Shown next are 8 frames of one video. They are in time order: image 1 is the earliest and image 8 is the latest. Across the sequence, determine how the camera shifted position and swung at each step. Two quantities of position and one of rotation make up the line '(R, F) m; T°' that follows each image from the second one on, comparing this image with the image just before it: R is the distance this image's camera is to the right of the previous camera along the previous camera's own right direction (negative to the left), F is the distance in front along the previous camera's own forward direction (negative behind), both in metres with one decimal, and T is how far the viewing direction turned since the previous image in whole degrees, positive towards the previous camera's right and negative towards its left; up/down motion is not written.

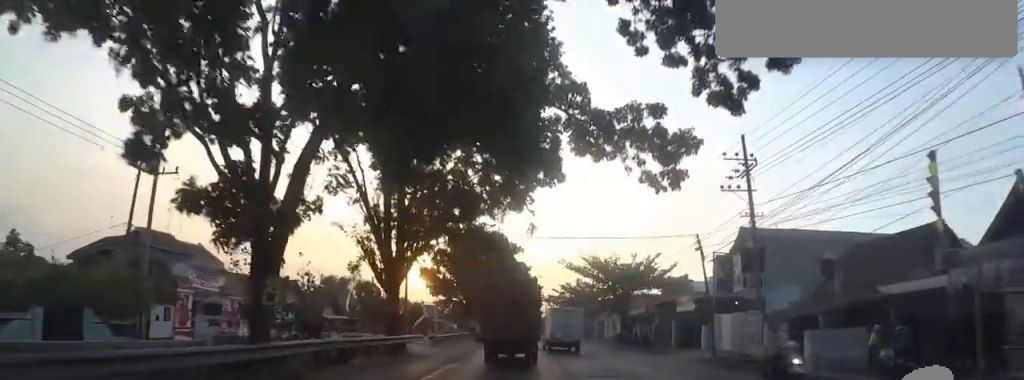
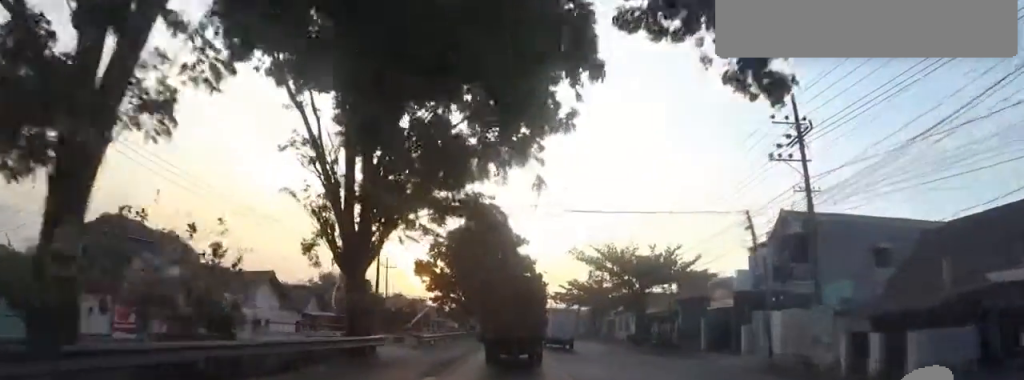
(-0.2, +4.9) m; -3°
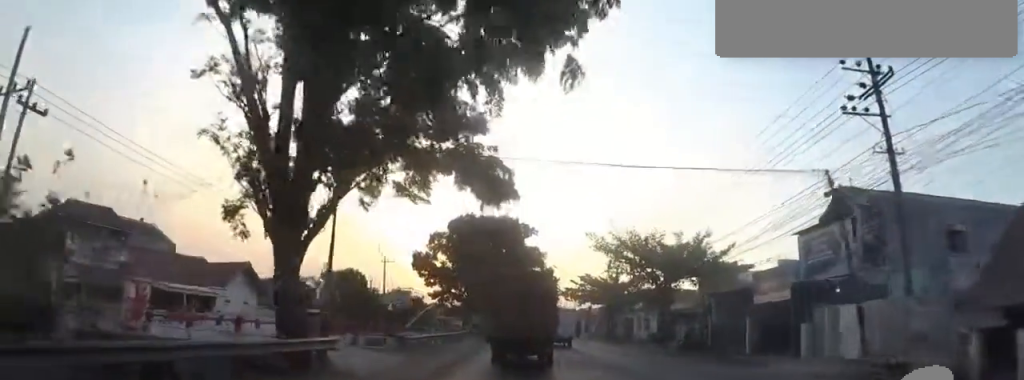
(-0.2, +4.8) m; 0°
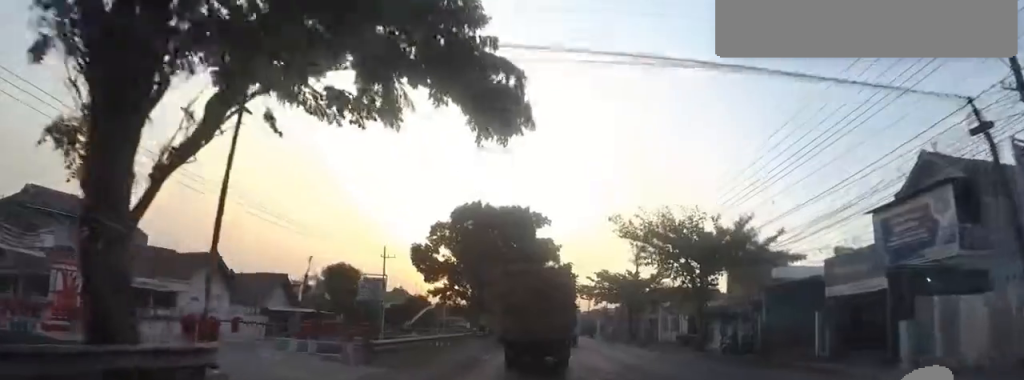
(-0.1, +5.1) m; 0°
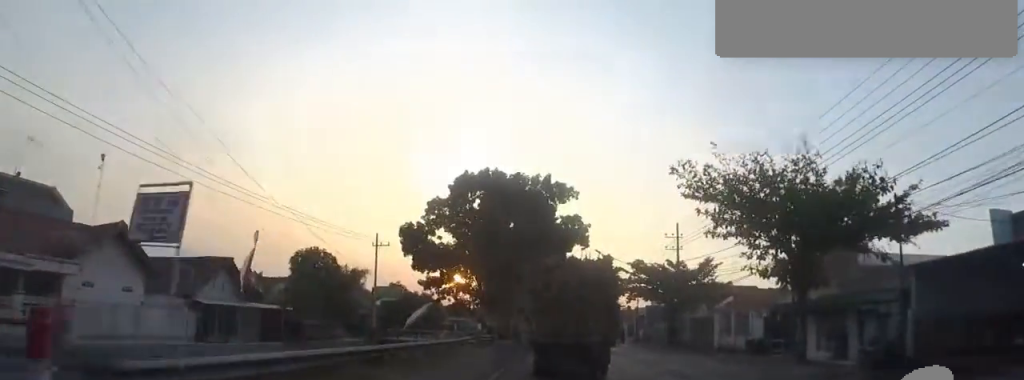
(+0.3, +9.3) m; +2°
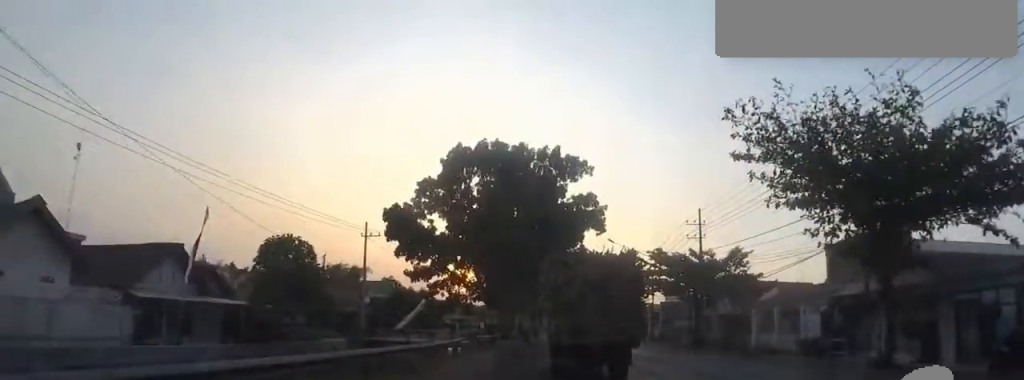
(0.0, +5.0) m; 0°
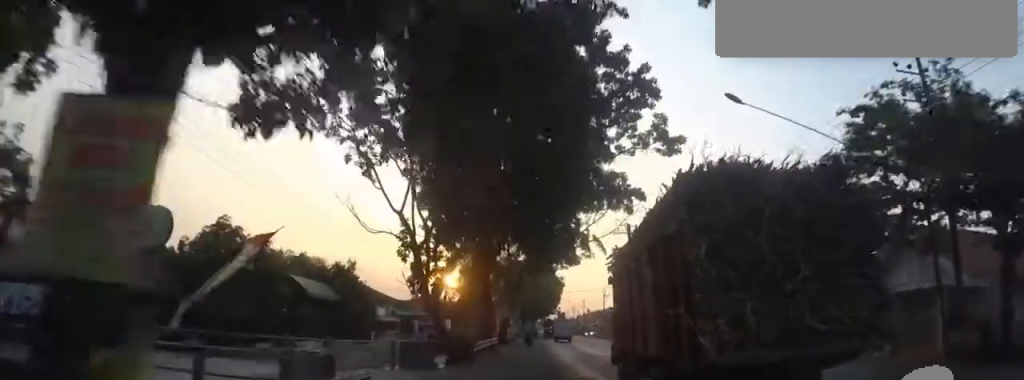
(-0.6, +28.4) m; +2°
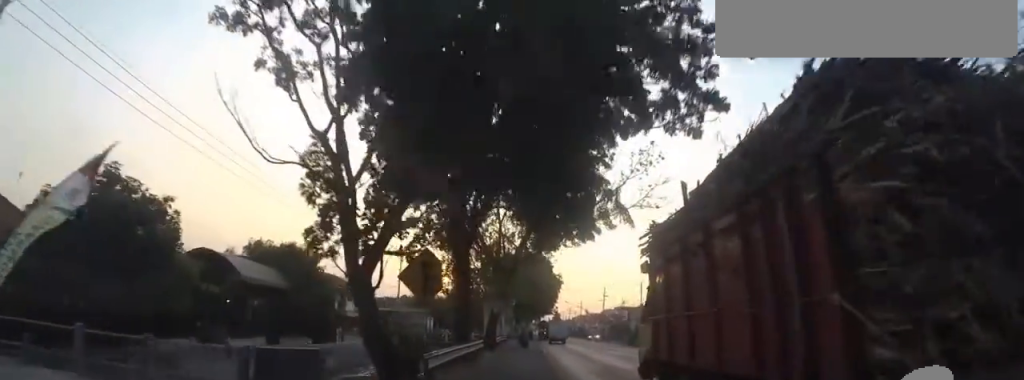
(+0.7, +7.2) m; 0°
